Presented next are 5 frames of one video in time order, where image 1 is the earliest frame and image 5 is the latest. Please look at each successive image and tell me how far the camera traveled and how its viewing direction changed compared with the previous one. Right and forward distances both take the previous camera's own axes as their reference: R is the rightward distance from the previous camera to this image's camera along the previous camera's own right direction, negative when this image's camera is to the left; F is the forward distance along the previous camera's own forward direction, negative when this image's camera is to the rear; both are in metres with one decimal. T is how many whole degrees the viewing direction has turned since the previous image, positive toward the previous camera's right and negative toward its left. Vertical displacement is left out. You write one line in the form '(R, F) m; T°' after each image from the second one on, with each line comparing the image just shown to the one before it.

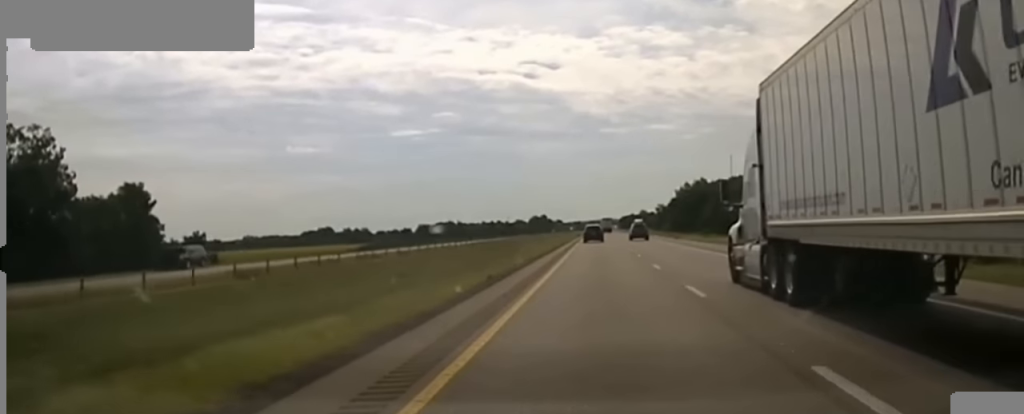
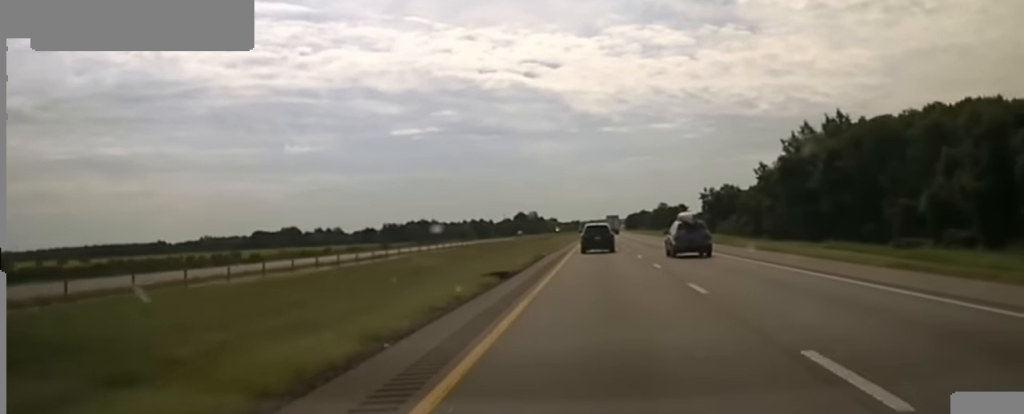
(-0.9, +138.9) m; 0°
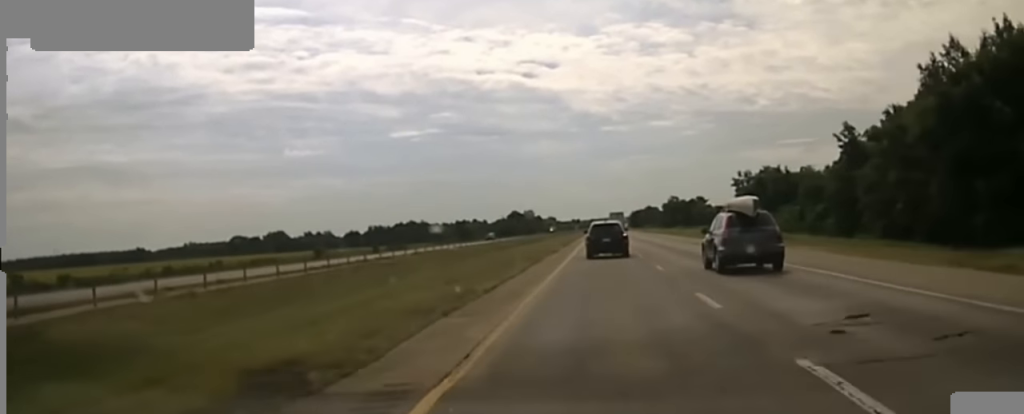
(+0.2, +45.3) m; 0°
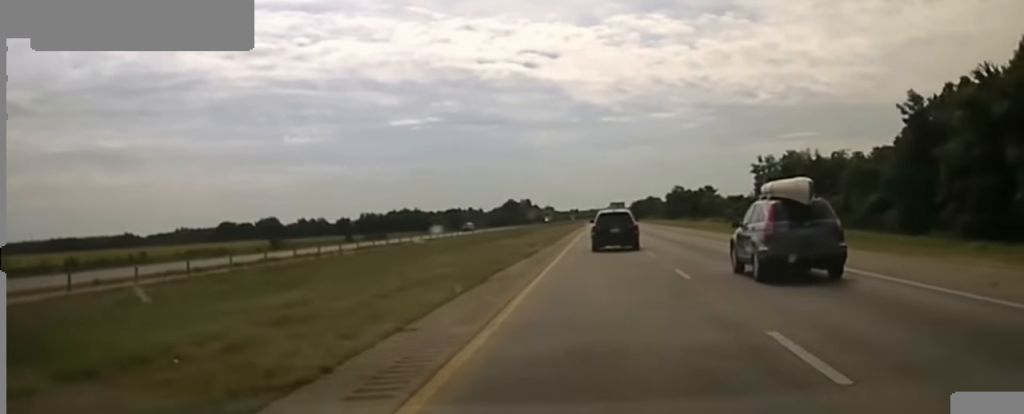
(+0.1, +19.3) m; 0°
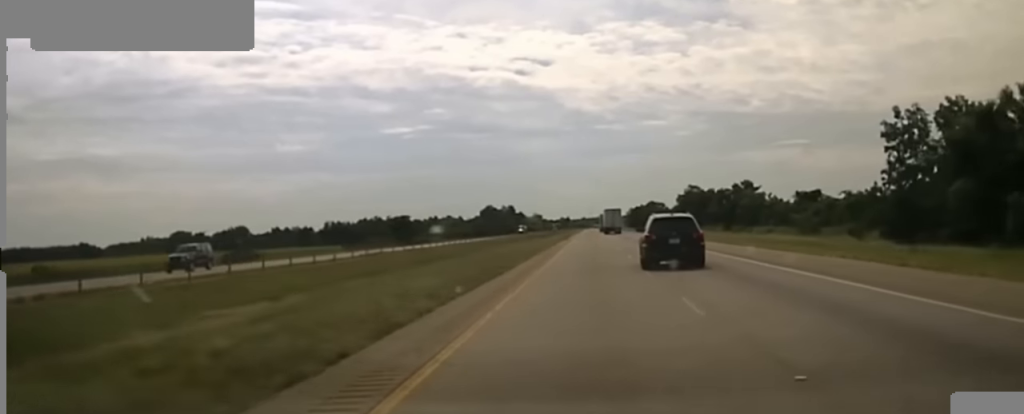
(+0.1, +61.1) m; +1°
